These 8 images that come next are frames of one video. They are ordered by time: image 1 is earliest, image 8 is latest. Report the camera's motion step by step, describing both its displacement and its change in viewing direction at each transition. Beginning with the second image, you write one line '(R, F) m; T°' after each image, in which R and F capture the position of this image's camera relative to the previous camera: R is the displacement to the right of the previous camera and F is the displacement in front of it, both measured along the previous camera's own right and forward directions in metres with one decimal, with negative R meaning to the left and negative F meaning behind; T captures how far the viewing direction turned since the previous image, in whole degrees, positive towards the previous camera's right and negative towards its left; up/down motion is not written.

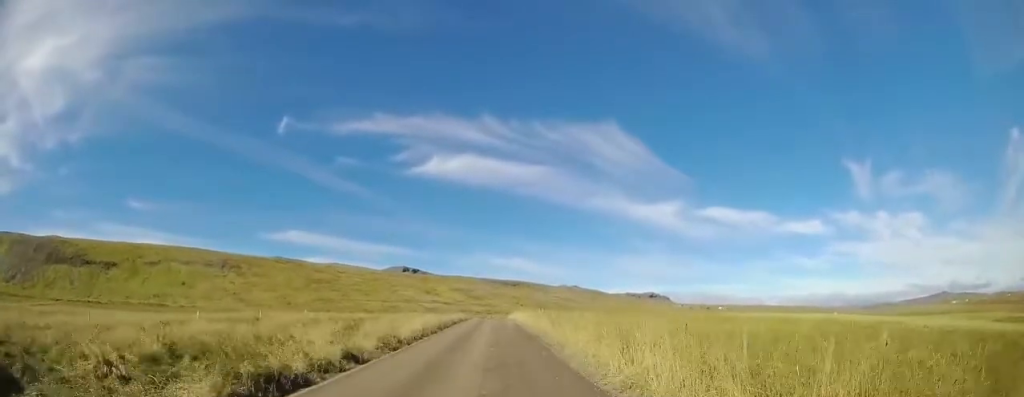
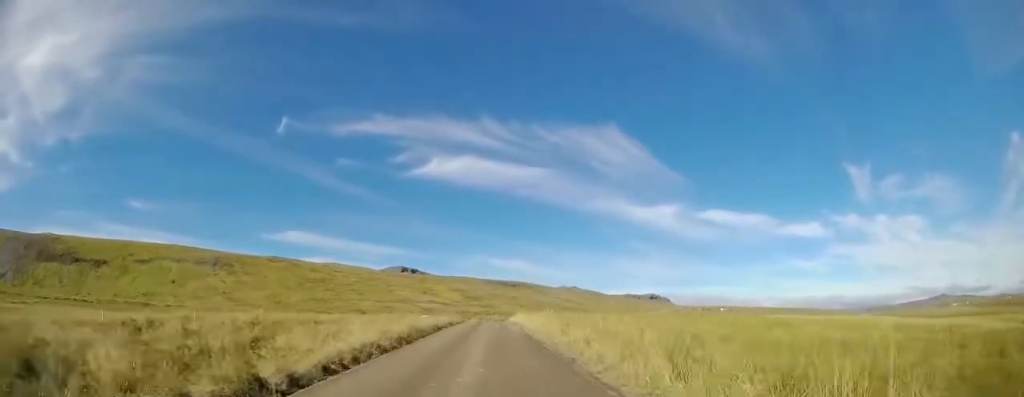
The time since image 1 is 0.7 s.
(+0.1, +9.7) m; +1°
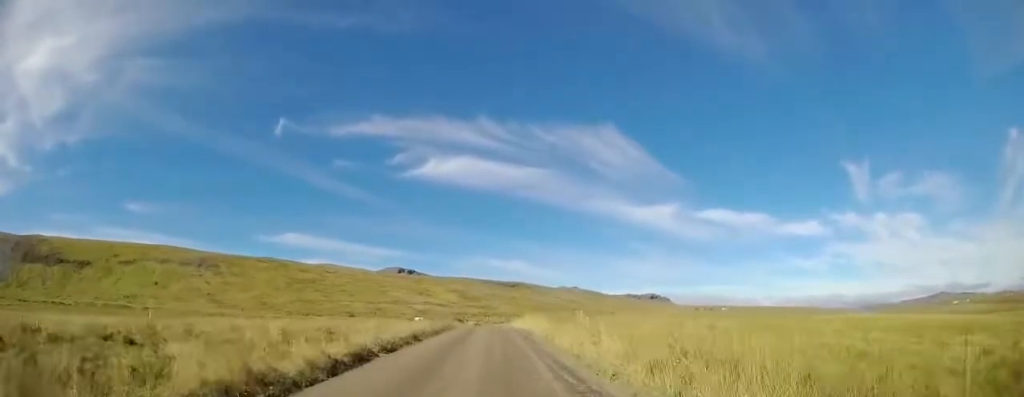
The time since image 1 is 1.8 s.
(+0.2, +14.7) m; 0°
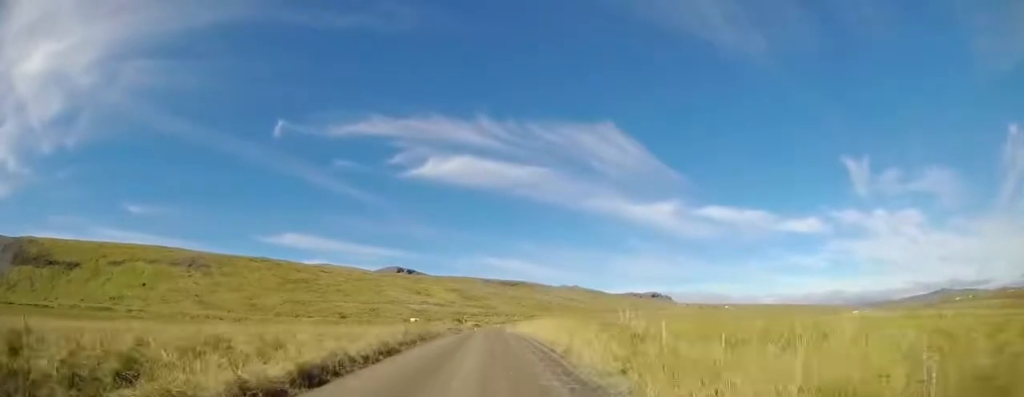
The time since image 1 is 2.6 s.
(-0.2, +10.9) m; -1°
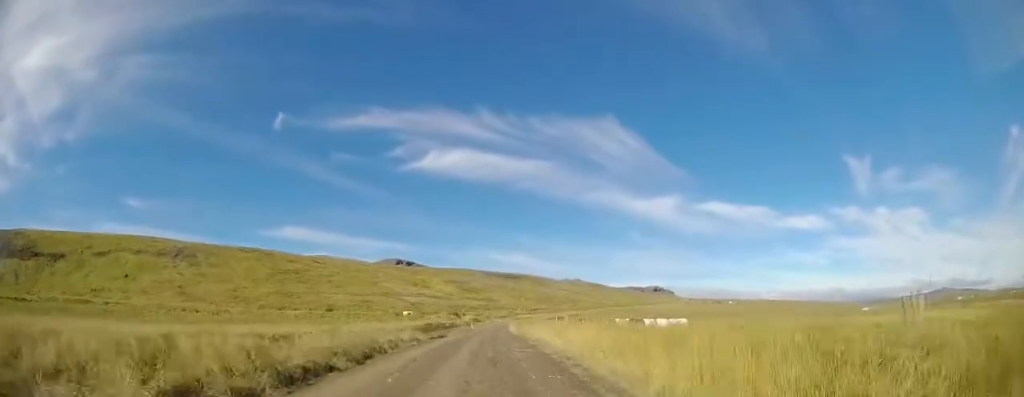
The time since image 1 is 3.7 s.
(-0.1, +14.6) m; +1°
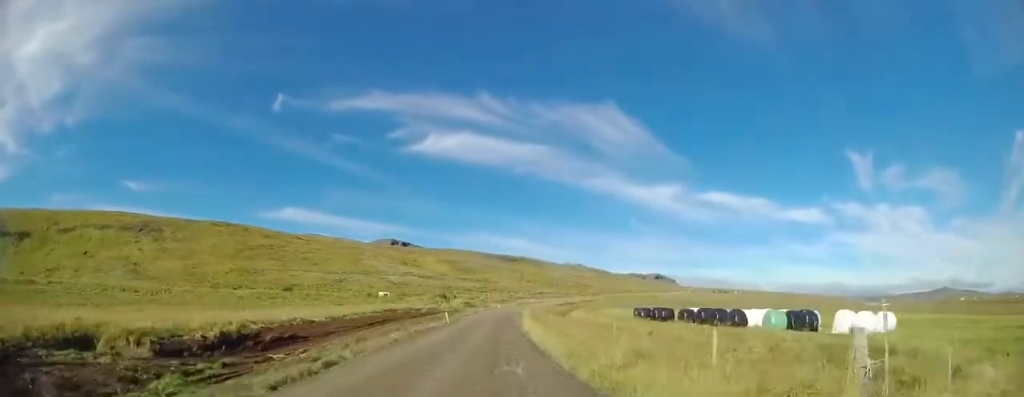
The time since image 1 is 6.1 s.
(+0.5, +31.1) m; +1°
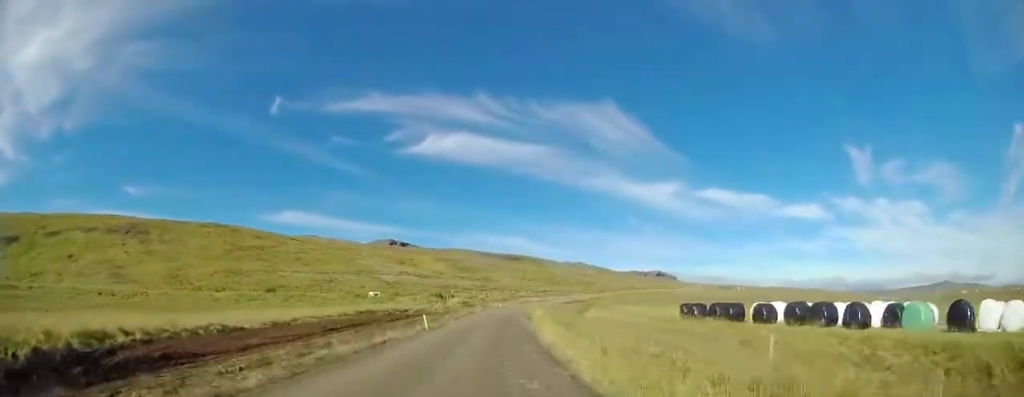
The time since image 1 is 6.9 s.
(+0.2, +10.6) m; 0°
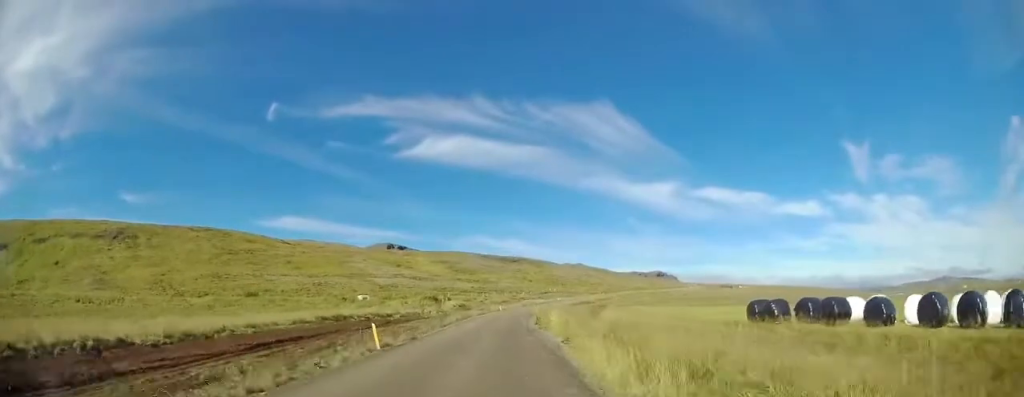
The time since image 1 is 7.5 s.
(-0.1, +9.1) m; 0°
